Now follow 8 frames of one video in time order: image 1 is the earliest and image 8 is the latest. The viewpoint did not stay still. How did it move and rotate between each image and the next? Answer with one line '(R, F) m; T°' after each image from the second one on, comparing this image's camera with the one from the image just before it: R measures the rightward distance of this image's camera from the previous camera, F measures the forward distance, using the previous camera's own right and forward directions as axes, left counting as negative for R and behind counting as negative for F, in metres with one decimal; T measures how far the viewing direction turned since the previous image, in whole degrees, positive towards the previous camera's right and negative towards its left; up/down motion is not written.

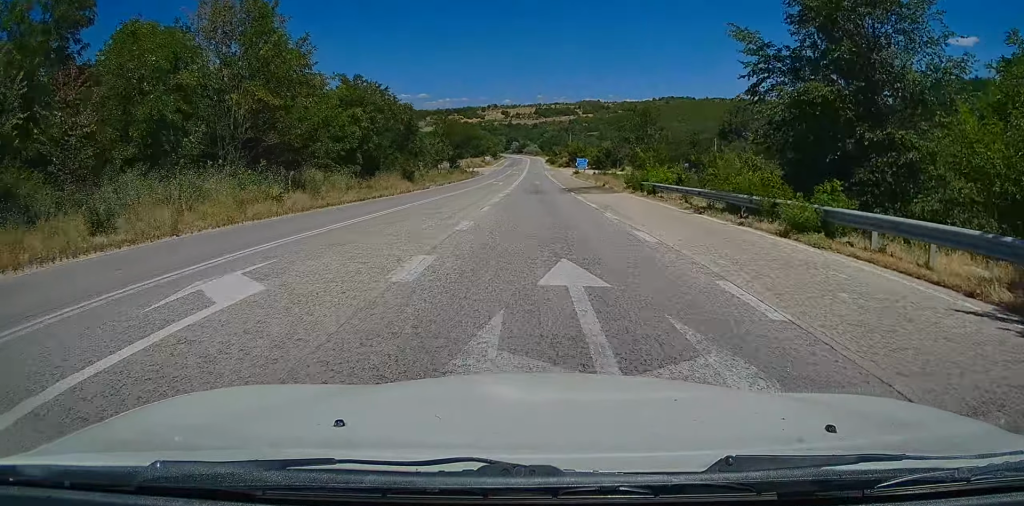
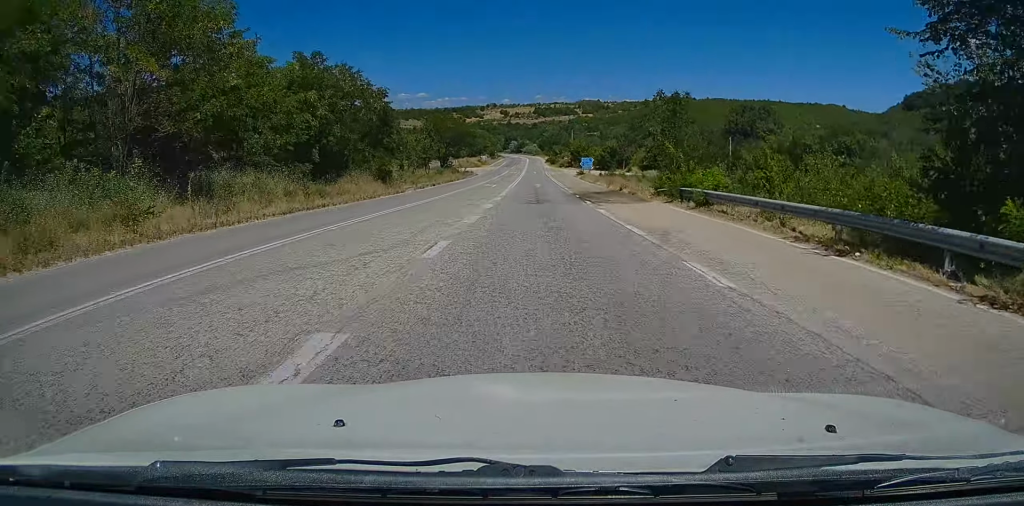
(+0.2, +10.3) m; +1°
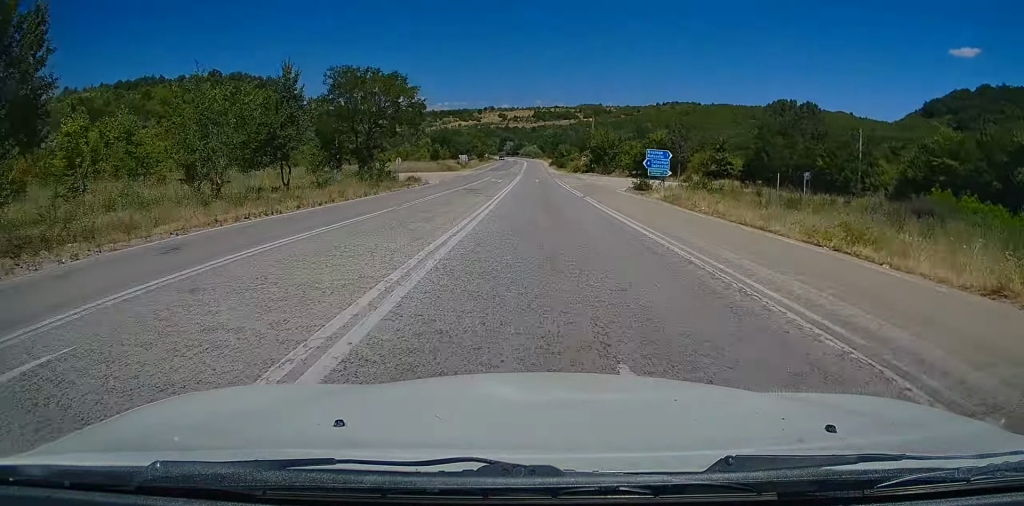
(+0.6, +50.1) m; 0°
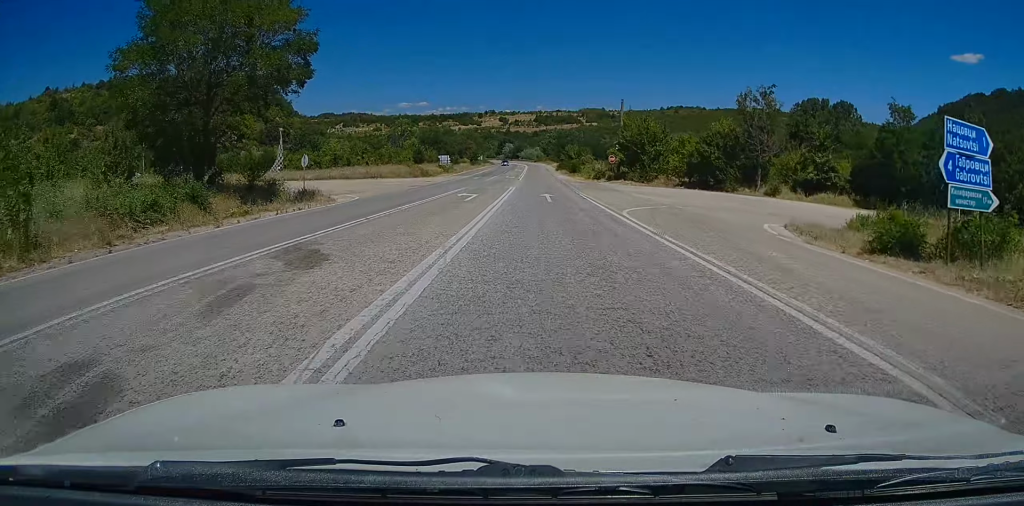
(-0.2, +28.9) m; -1°
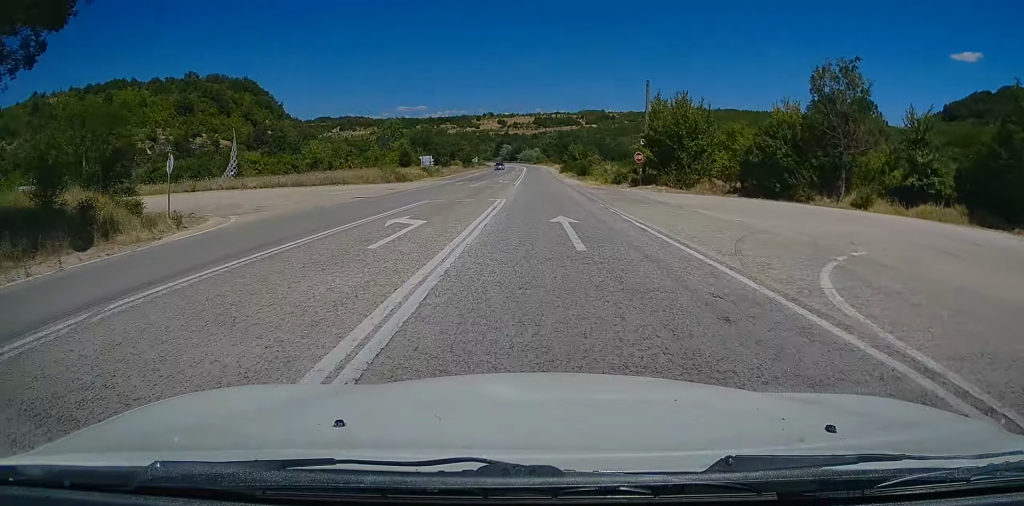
(0.0, +15.4) m; 0°
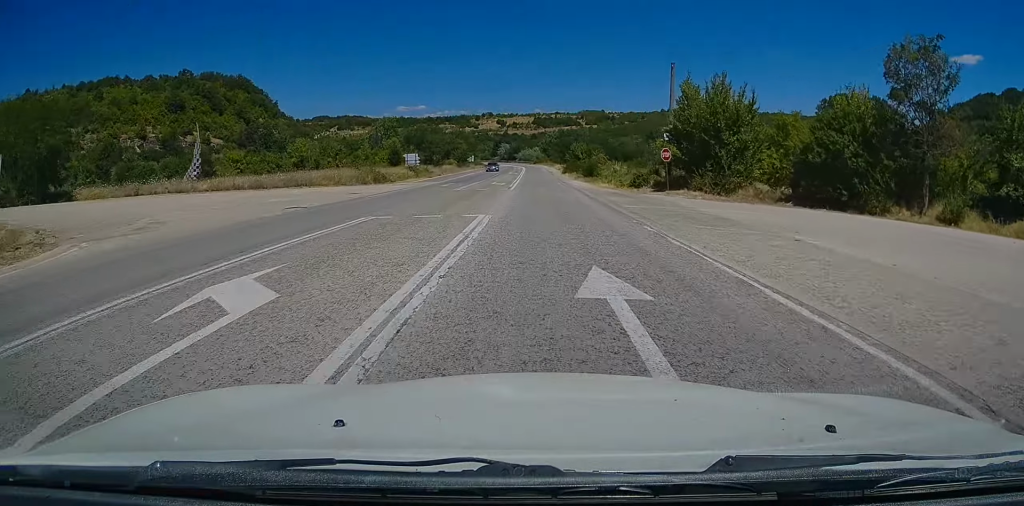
(0.0, +9.3) m; 0°
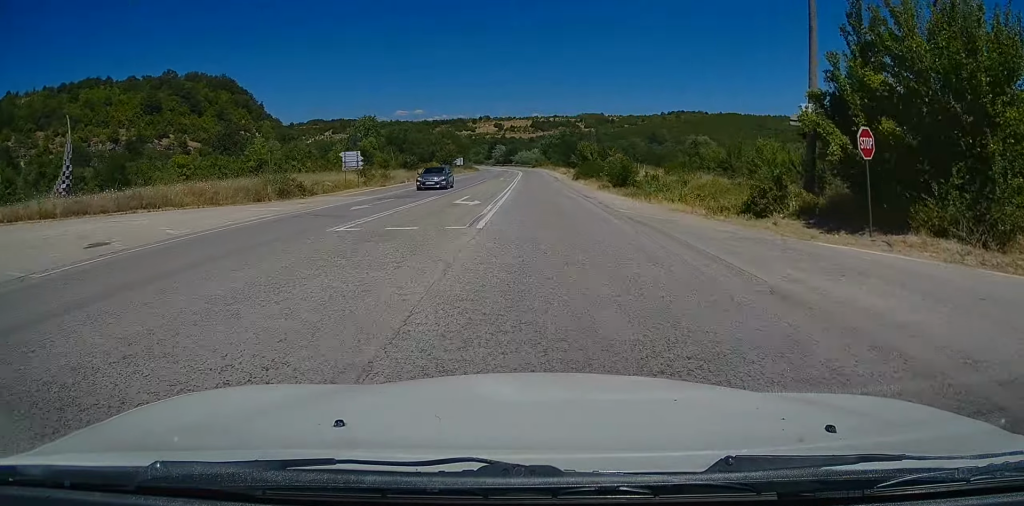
(0.0, +22.5) m; 0°
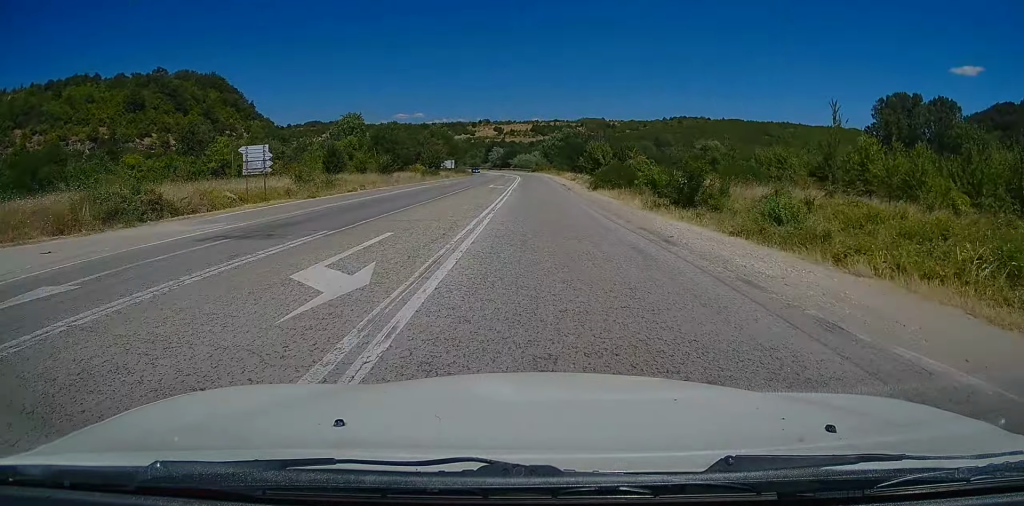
(0.0, +16.5) m; 0°
